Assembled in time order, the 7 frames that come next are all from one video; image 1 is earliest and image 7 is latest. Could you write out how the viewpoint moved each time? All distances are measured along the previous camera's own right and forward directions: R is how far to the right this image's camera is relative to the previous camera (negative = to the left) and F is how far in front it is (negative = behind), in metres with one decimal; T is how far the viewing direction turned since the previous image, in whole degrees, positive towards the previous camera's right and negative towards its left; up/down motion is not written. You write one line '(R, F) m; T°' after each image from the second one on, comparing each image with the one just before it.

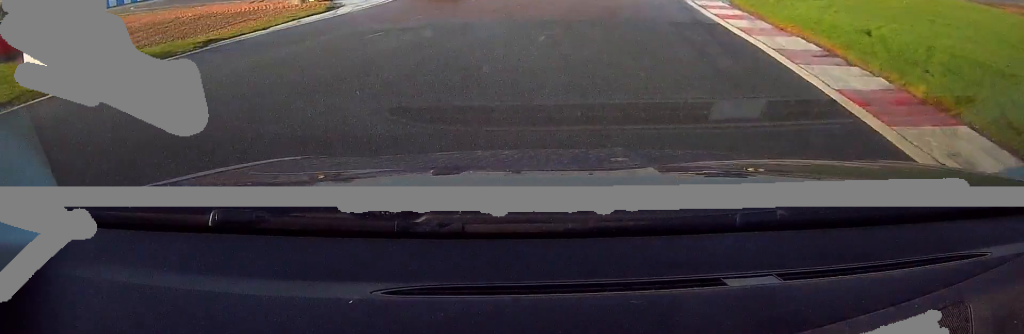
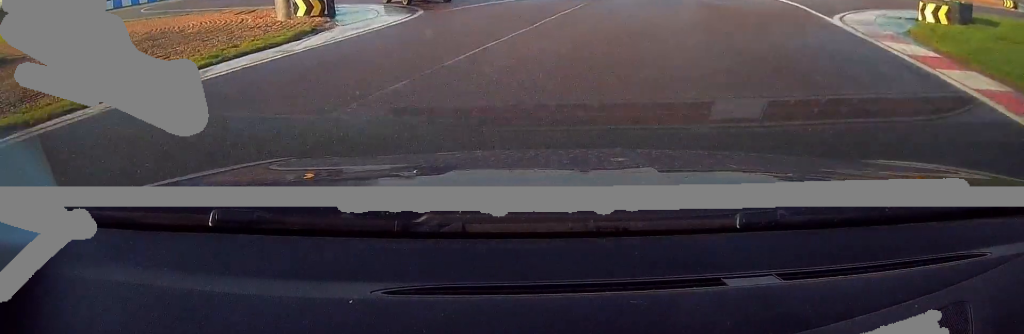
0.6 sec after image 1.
(-0.2, +9.2) m; -4°
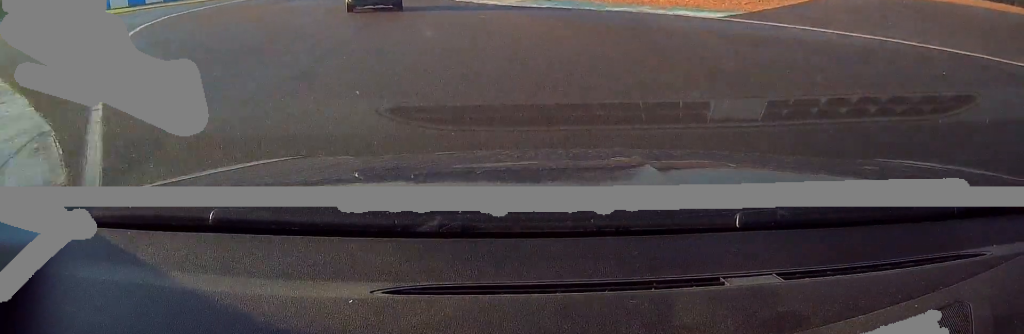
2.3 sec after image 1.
(-4.7, +24.6) m; -23°
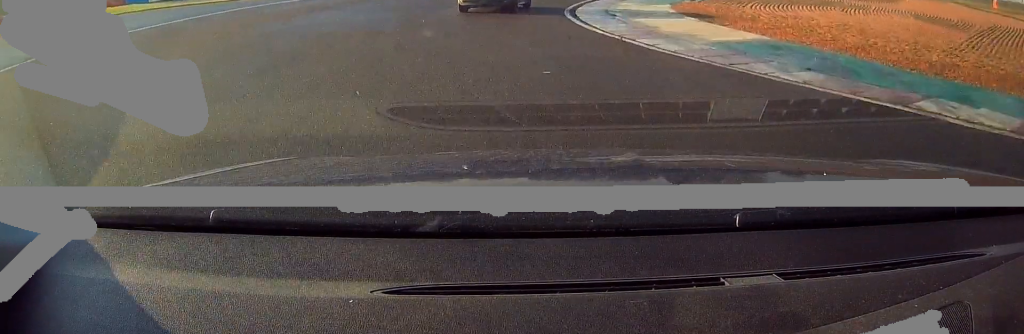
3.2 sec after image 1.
(-1.2, +13.1) m; -8°
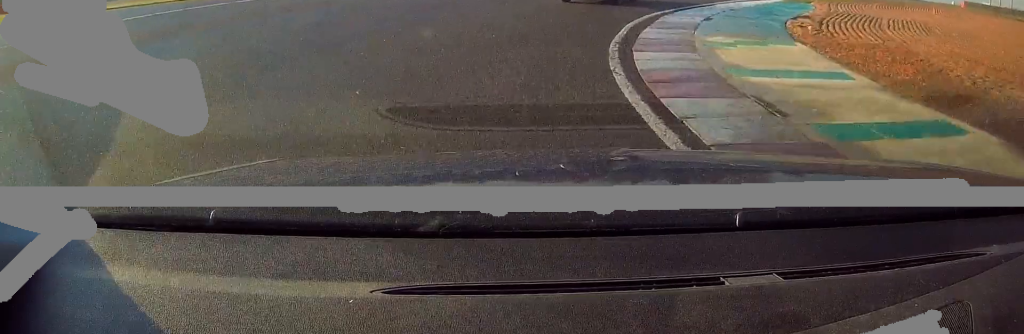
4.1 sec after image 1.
(-0.7, +12.6) m; -2°
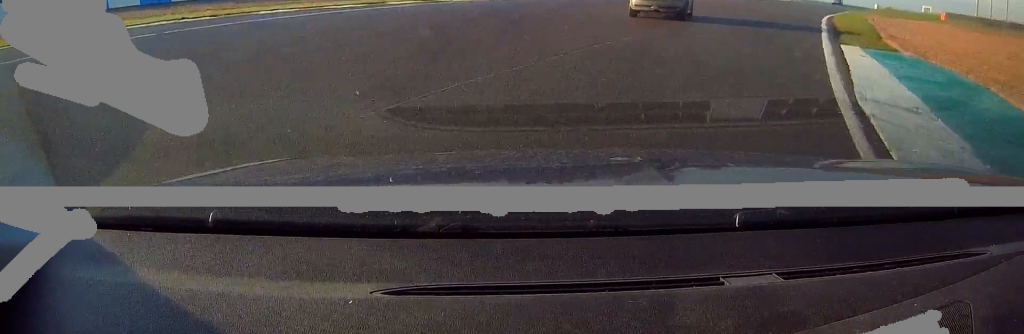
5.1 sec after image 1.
(+0.3, +15.5) m; +6°
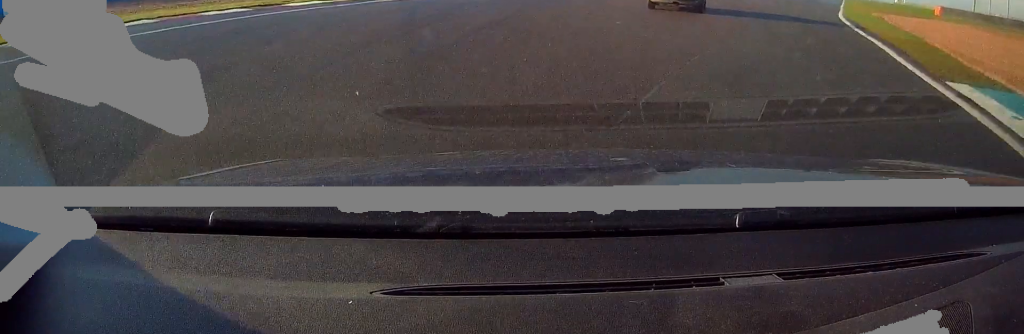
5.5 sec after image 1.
(-0.1, +6.4) m; +4°
